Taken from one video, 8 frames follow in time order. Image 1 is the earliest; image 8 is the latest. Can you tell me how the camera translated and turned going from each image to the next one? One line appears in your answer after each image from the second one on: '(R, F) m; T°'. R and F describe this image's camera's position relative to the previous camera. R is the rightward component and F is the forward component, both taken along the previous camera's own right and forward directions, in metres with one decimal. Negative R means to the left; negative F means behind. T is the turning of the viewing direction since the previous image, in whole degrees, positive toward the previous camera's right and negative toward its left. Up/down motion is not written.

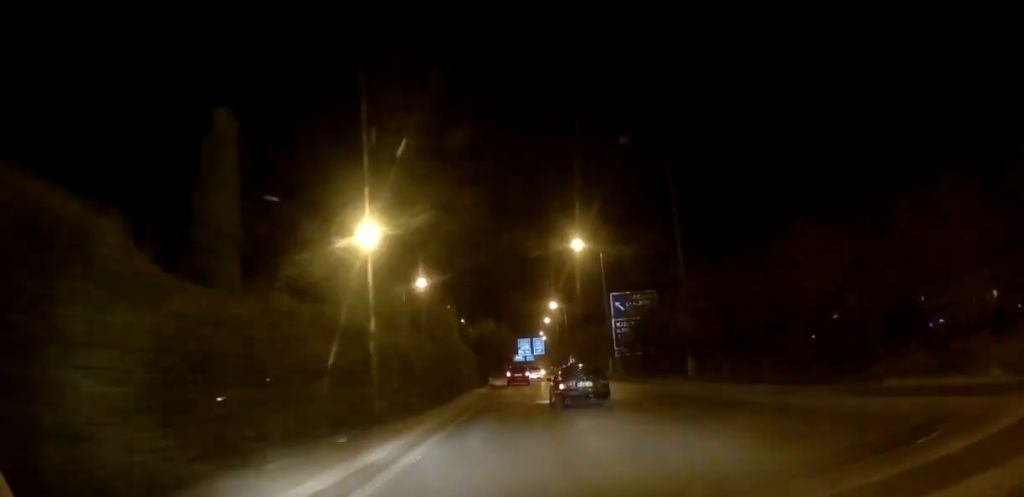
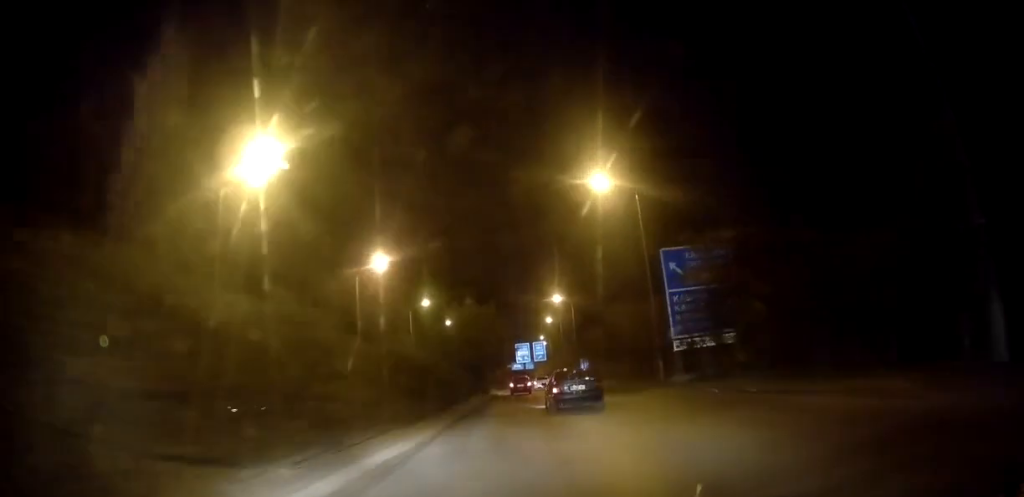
(+0.2, +22.7) m; +1°
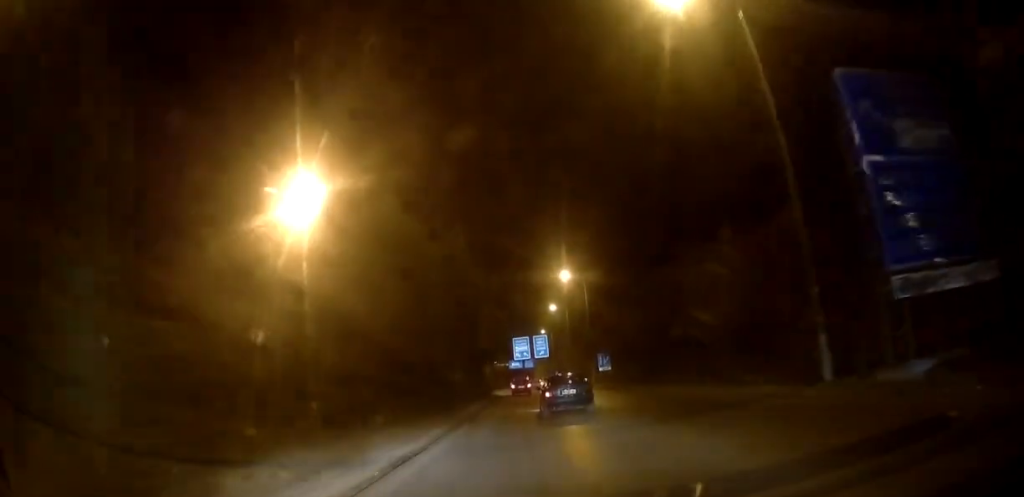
(+0.1, +19.9) m; -1°
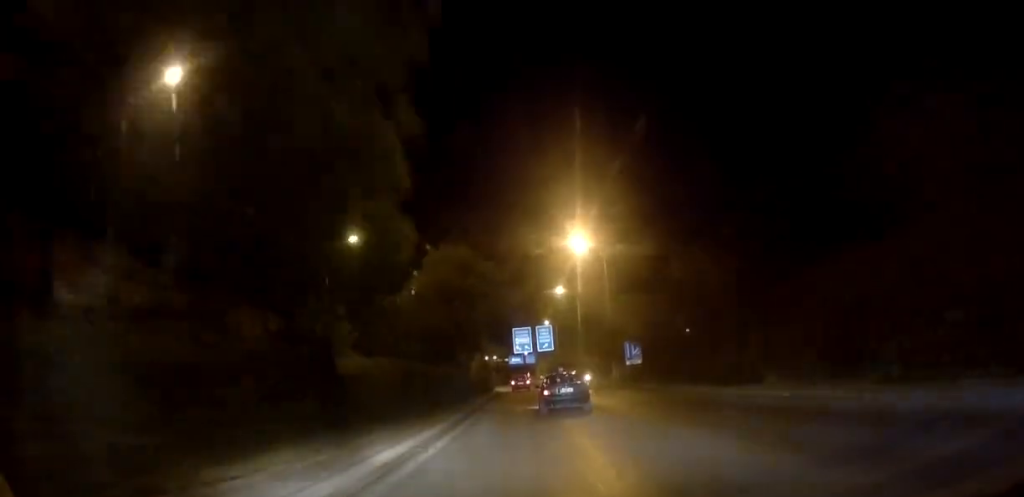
(-0.3, +16.6) m; -1°
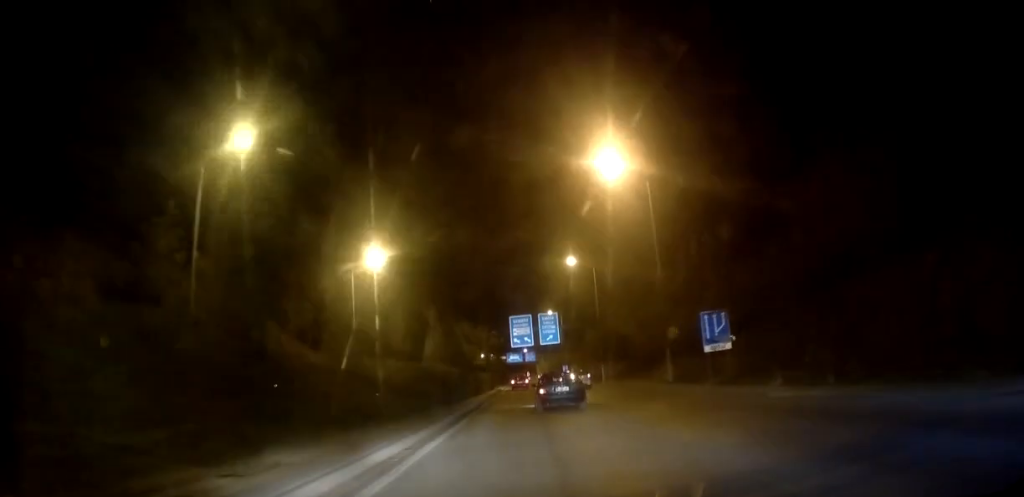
(-0.1, +22.5) m; 0°
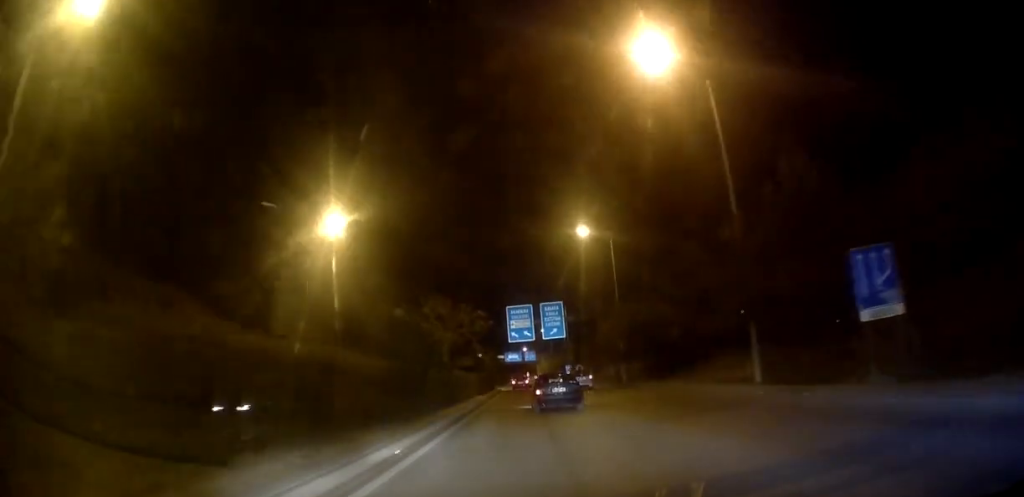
(0.0, +14.0) m; 0°
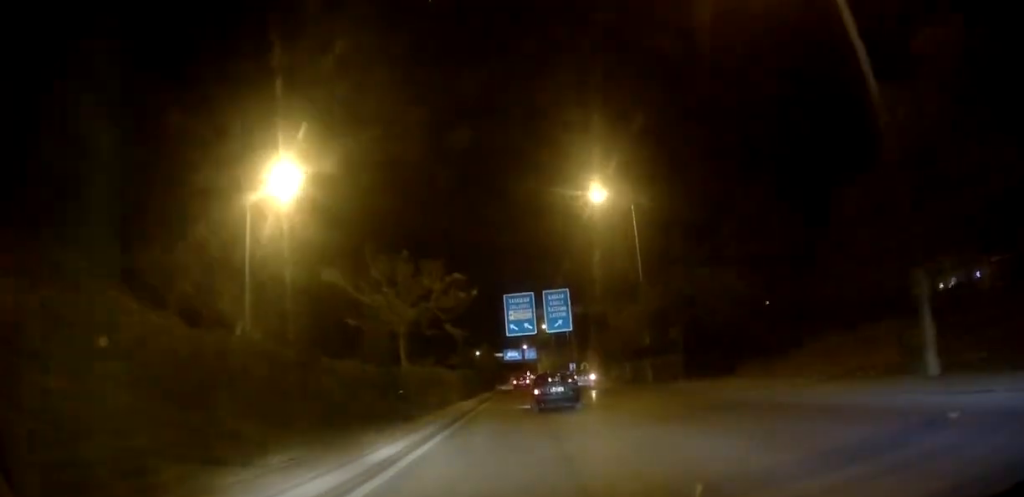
(0.0, +10.5) m; 0°
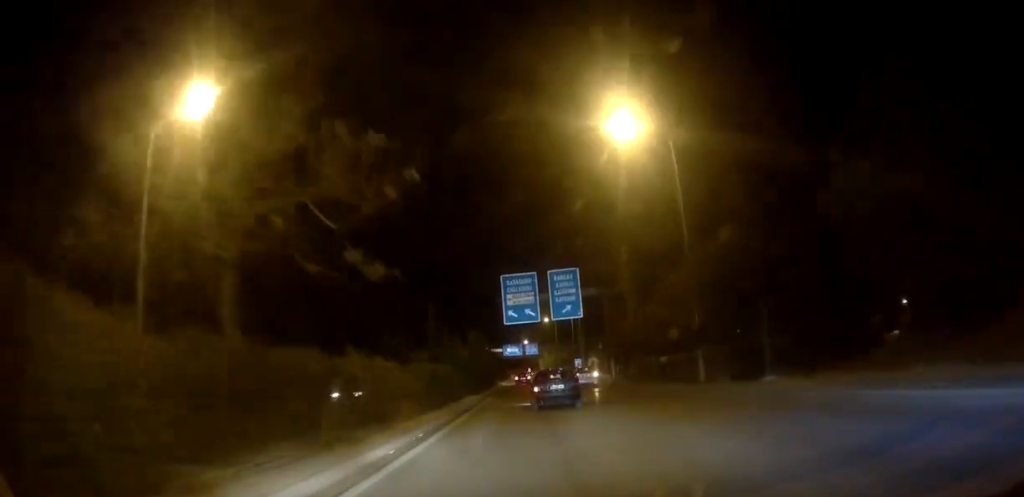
(0.0, +11.3) m; 0°
